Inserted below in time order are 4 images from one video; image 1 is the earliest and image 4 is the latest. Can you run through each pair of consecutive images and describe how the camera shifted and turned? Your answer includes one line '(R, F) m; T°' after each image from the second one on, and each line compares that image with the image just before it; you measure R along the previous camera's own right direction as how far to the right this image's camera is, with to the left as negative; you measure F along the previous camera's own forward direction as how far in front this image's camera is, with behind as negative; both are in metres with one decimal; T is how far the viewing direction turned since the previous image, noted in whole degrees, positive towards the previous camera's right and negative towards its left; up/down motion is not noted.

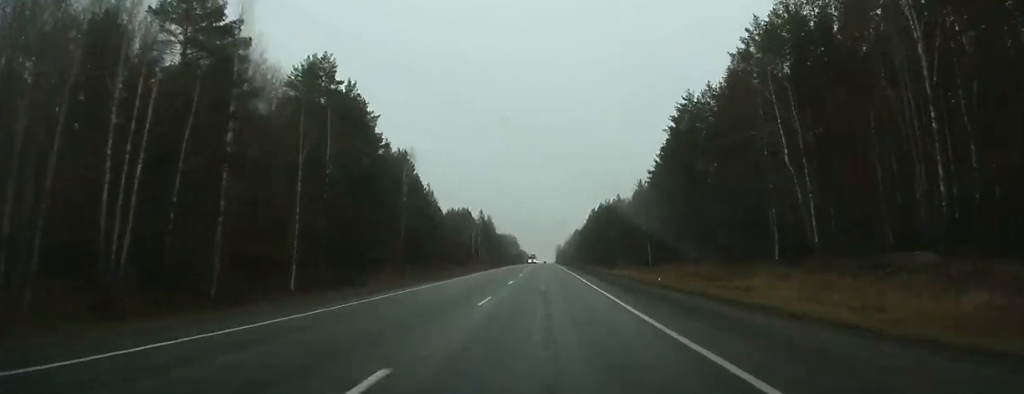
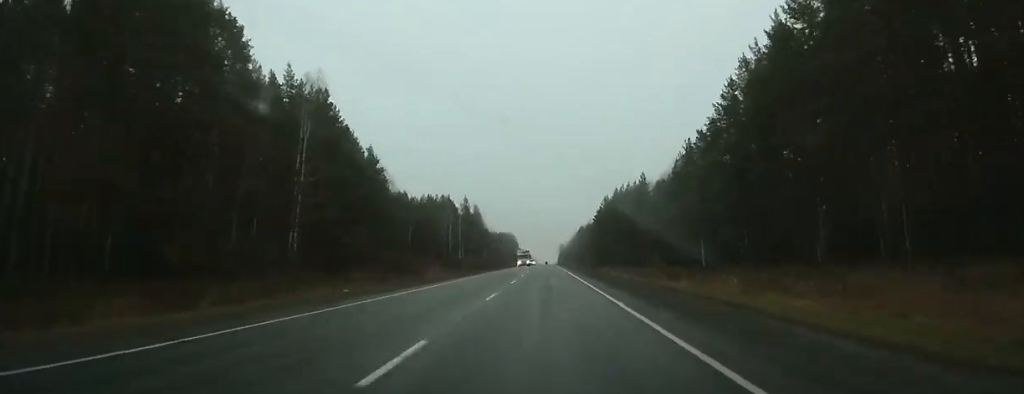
(+0.1, +45.2) m; 0°
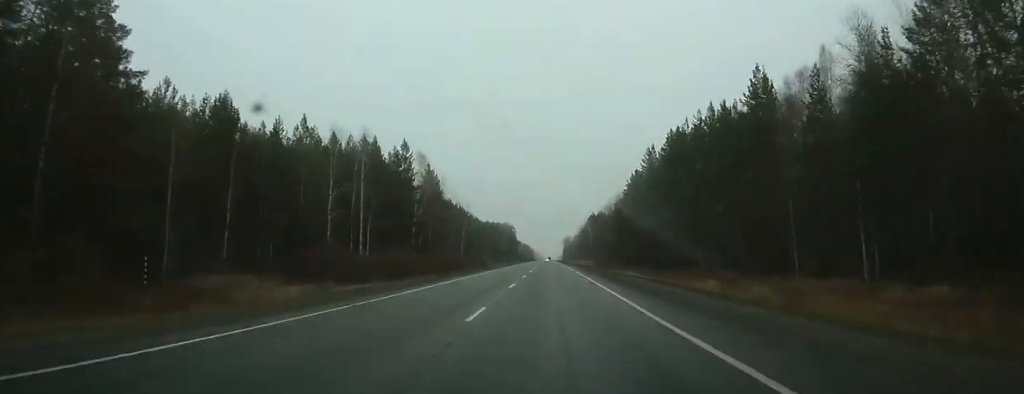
(-0.1, +77.7) m; 0°
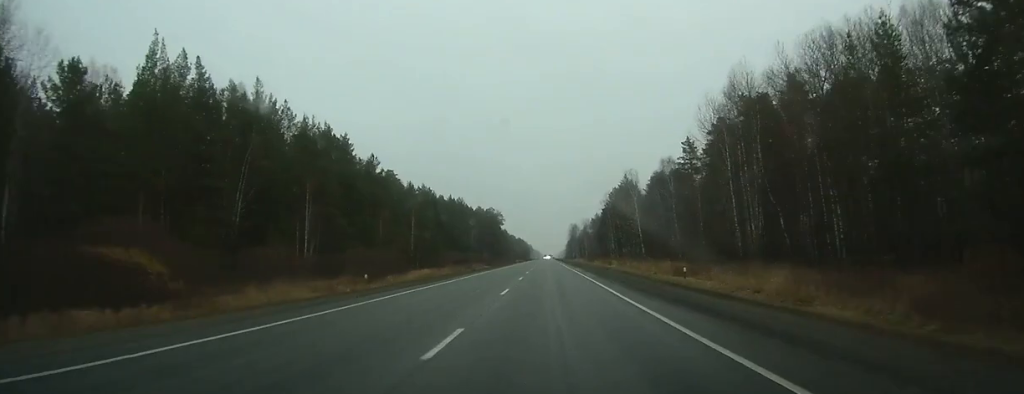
(-1.3, +134.7) m; -1°
